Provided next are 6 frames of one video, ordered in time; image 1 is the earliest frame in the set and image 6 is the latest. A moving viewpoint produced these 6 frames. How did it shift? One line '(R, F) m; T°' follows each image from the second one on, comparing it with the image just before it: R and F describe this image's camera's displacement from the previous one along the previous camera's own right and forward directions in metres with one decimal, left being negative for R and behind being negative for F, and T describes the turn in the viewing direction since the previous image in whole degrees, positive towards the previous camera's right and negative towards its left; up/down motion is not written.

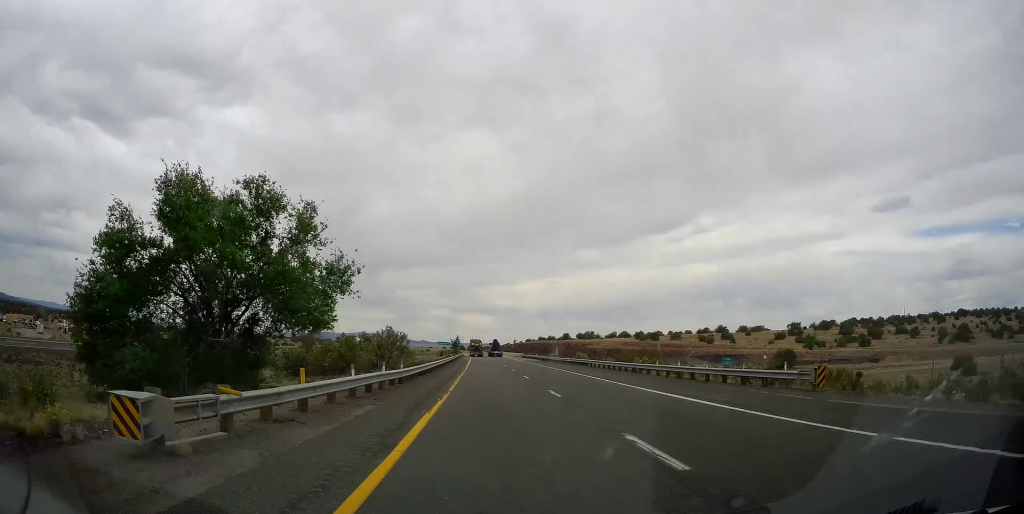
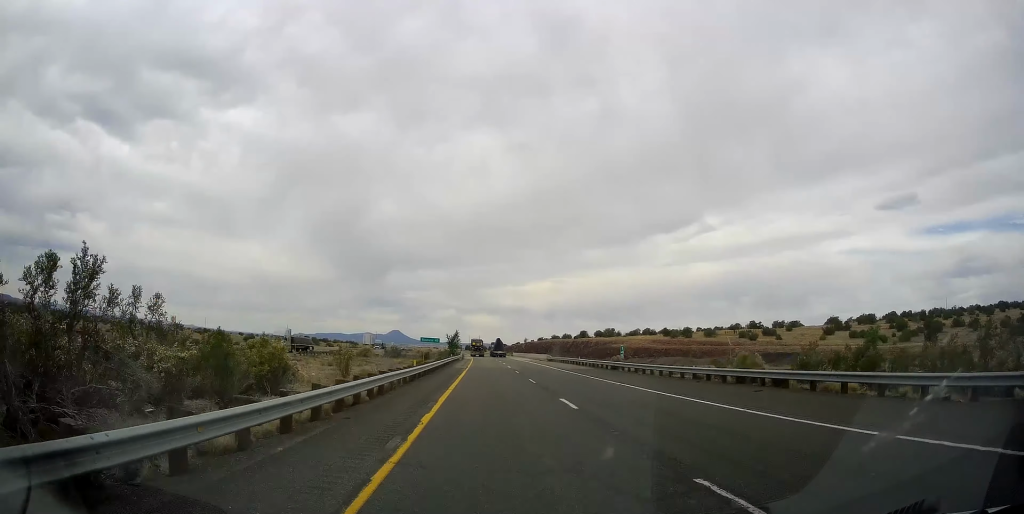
(-0.2, +40.4) m; -1°
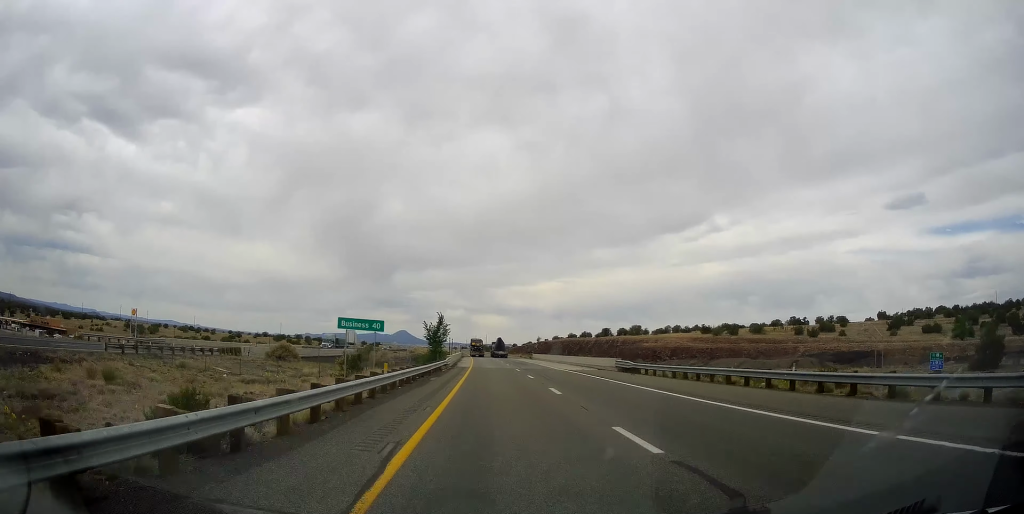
(-0.5, +43.8) m; -1°
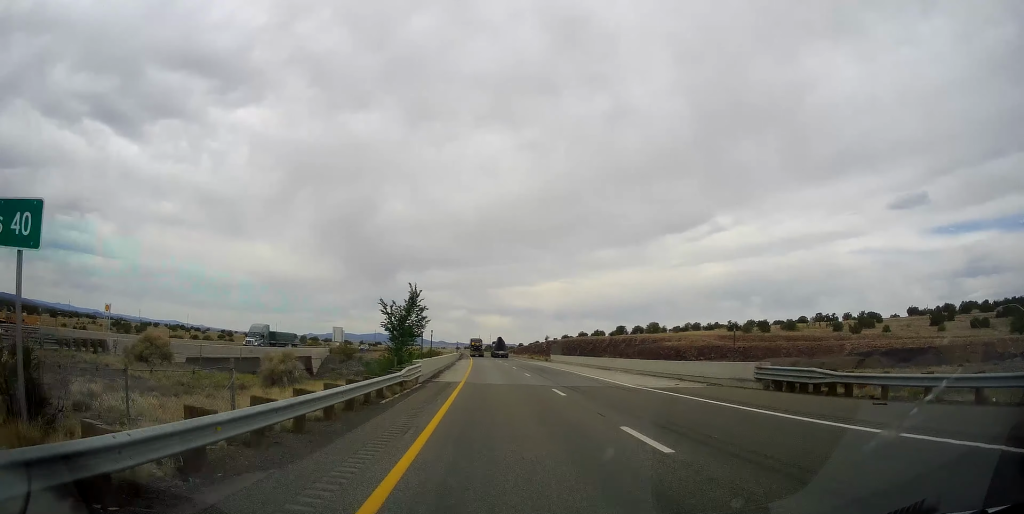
(0.0, +24.2) m; 0°
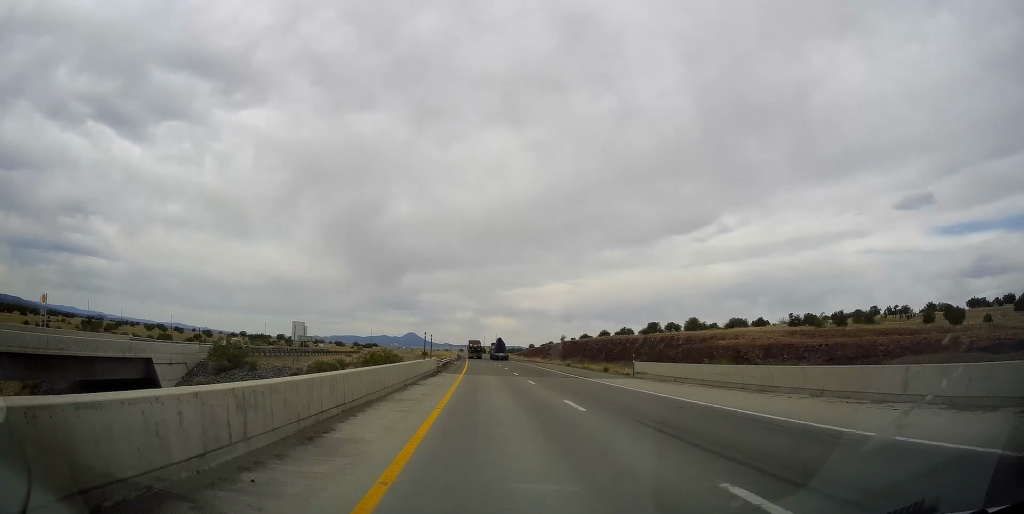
(0.0, +45.0) m; -1°
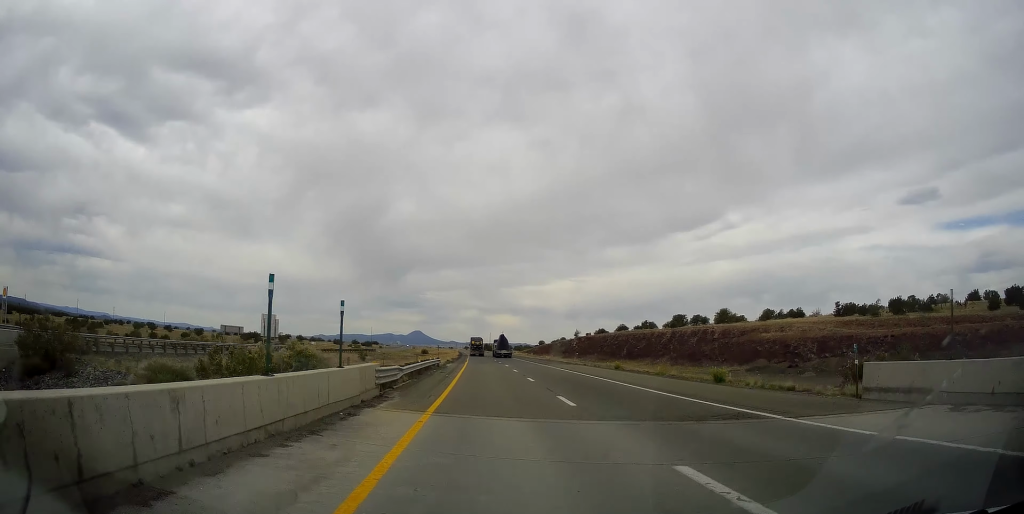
(-0.1, +24.3) m; -1°
